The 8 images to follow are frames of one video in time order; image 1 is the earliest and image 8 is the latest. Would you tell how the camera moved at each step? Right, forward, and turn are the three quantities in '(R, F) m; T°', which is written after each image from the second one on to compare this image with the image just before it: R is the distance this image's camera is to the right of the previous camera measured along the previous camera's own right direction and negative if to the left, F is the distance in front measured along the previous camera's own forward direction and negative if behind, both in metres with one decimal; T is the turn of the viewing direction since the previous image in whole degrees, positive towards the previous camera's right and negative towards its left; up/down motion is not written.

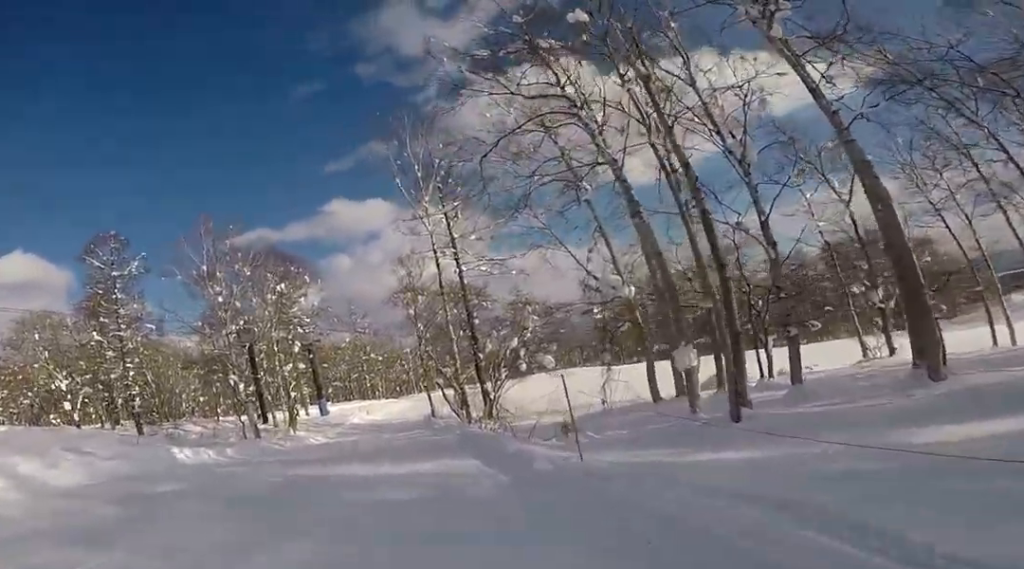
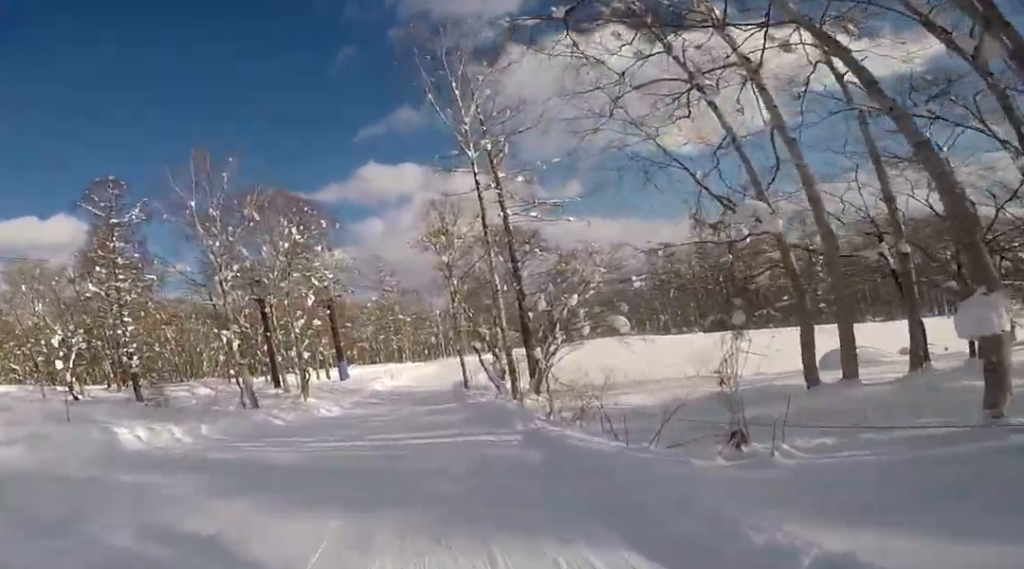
(0.0, +5.8) m; -1°
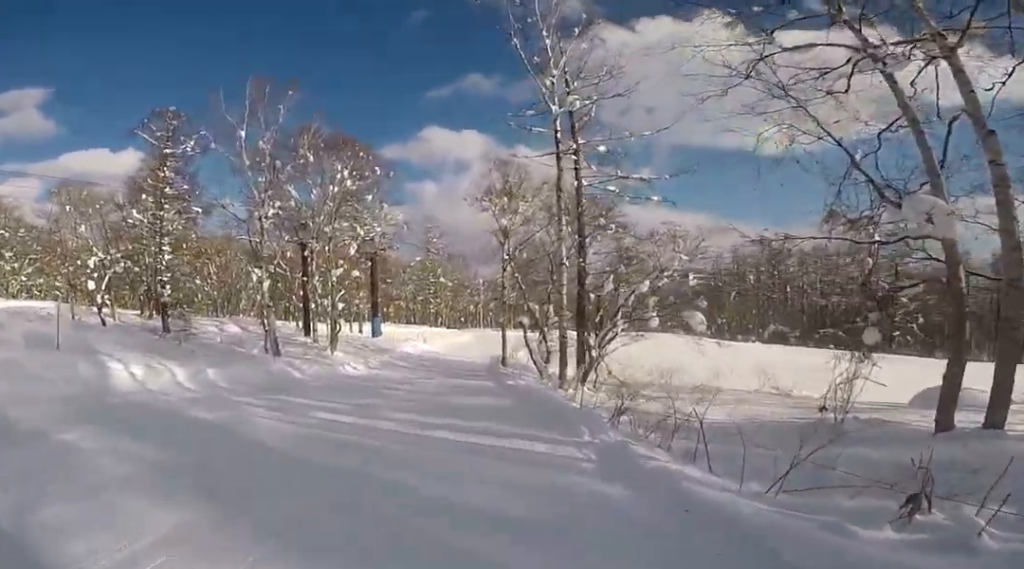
(0.0, +2.4) m; -1°
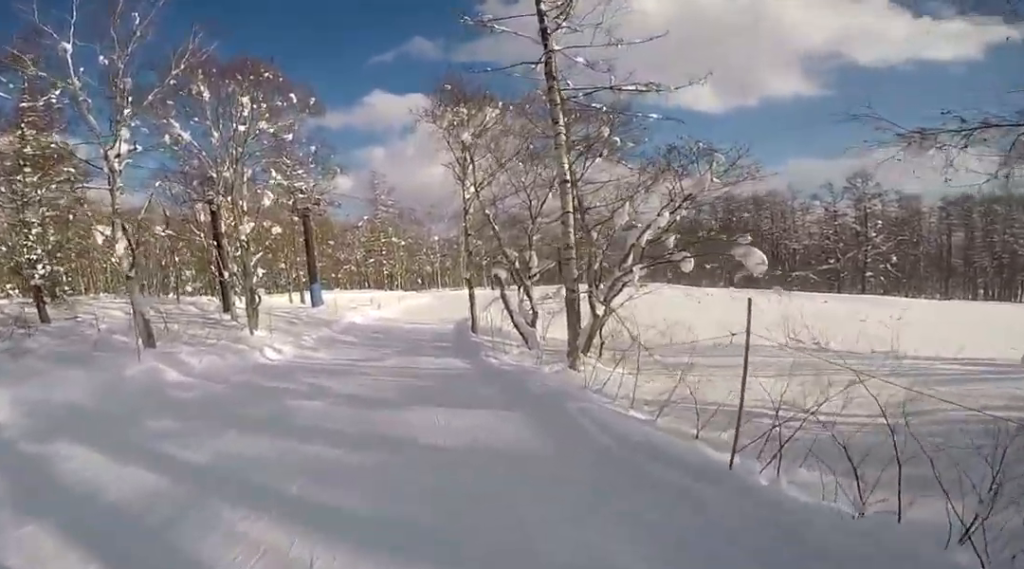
(-0.8, +7.0) m; -15°
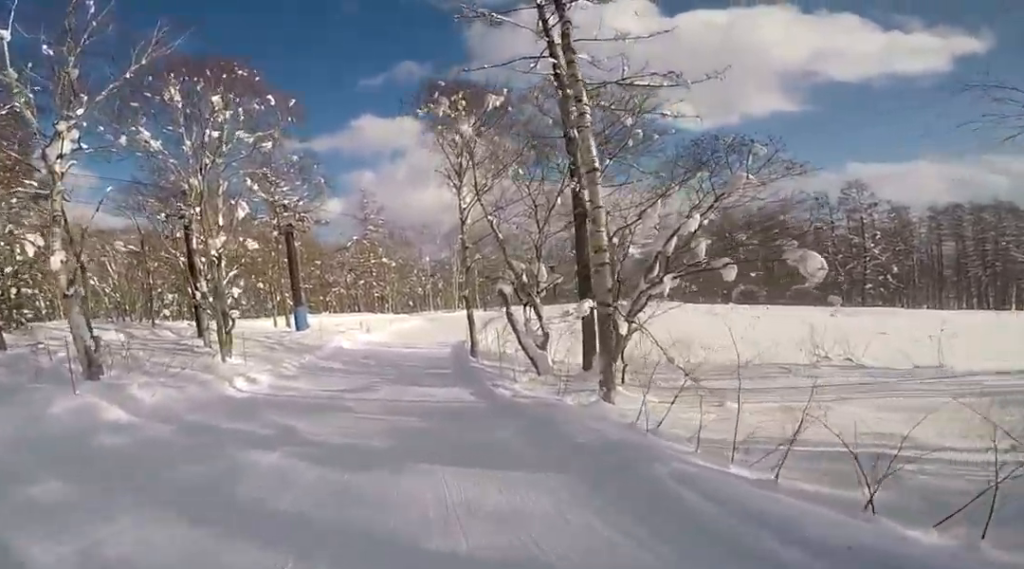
(-0.6, +2.5) m; +1°
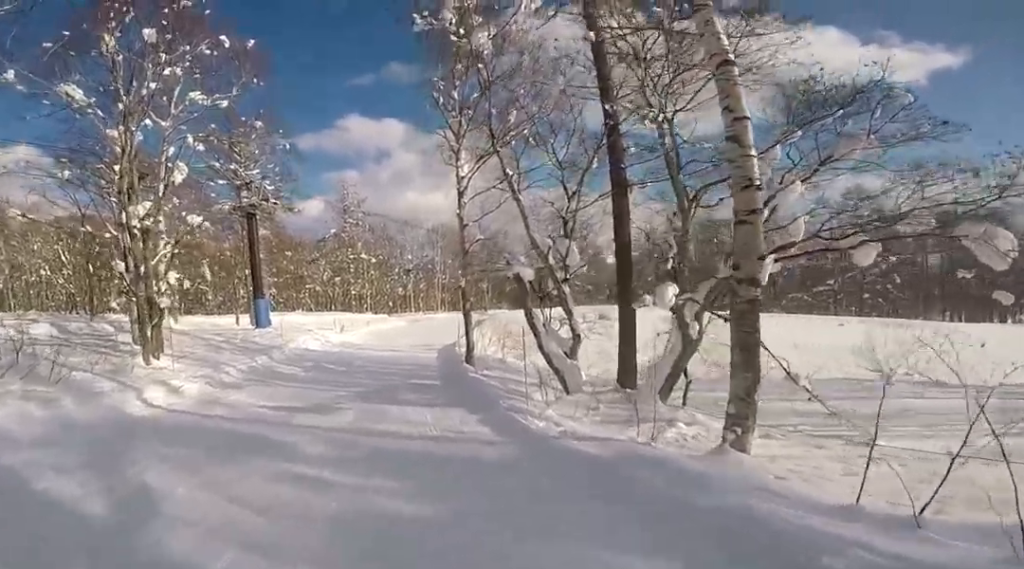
(+0.5, +4.6) m; +10°
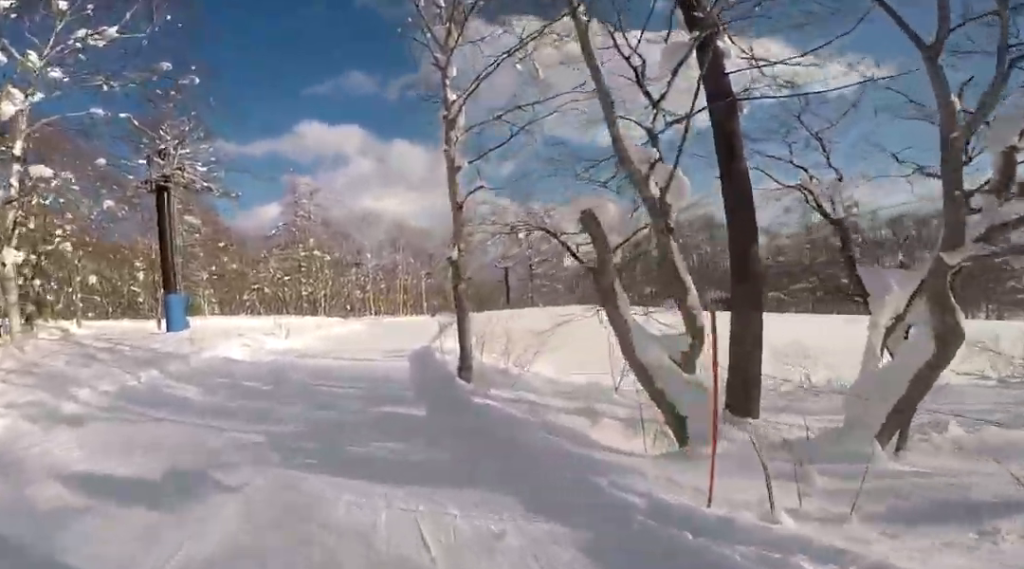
(+0.7, +6.0) m; +6°
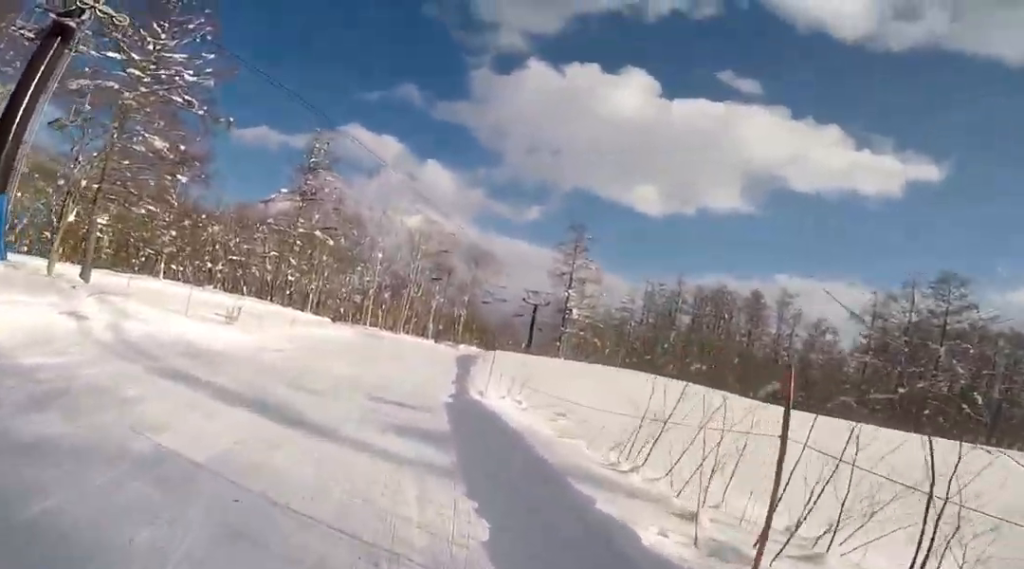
(0.0, +11.3) m; 0°
